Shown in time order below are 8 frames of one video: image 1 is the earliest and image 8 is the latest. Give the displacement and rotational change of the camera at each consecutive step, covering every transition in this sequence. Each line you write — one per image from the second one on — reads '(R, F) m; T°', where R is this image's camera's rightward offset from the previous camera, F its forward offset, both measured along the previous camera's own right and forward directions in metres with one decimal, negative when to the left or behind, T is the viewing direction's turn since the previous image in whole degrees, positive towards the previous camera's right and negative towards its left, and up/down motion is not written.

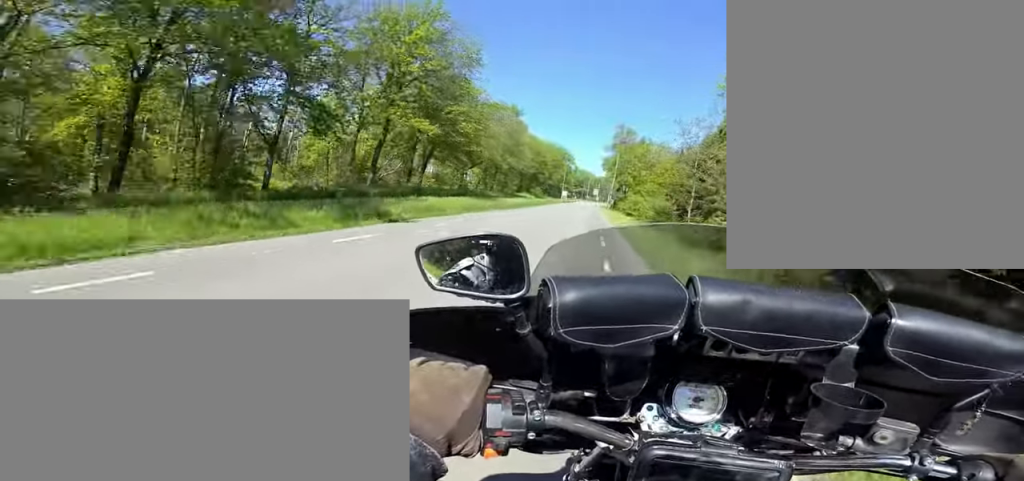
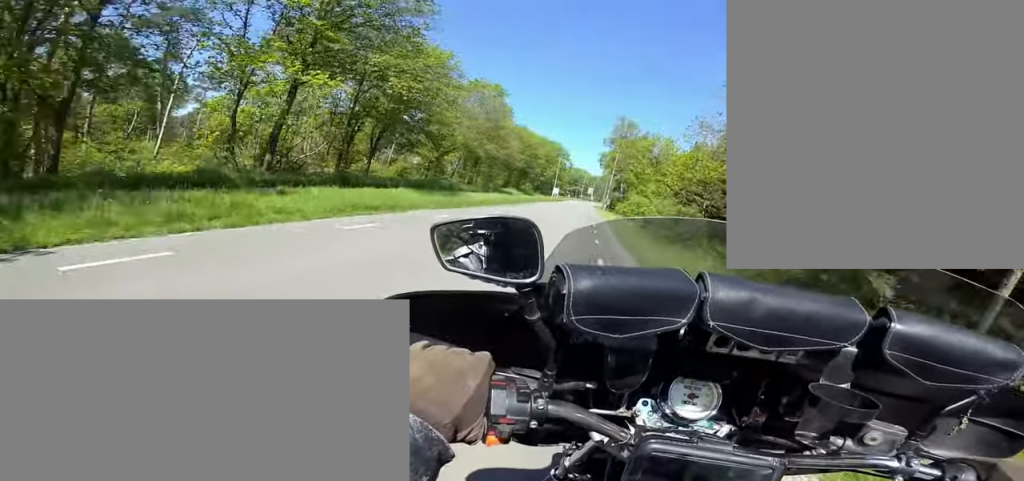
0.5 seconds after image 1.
(-0.5, +7.7) m; 0°
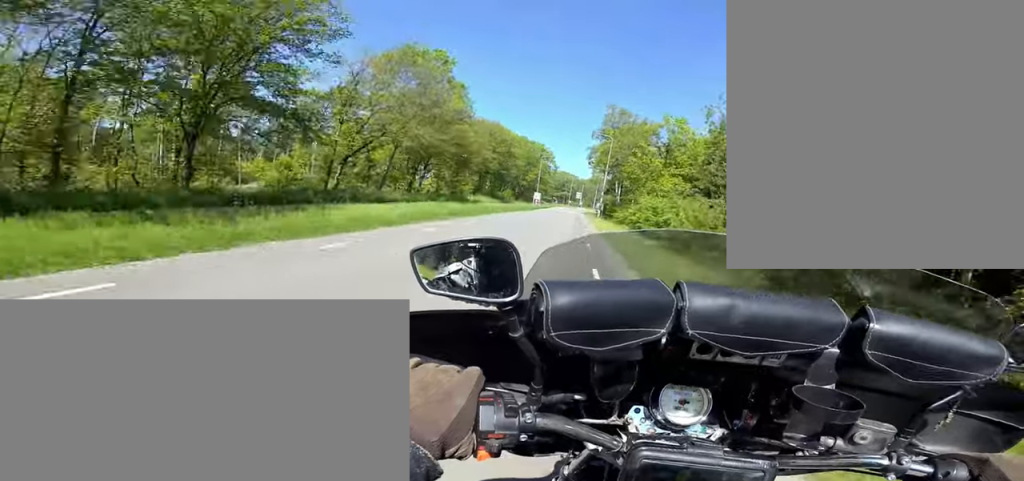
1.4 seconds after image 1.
(+0.9, +12.4) m; +8°
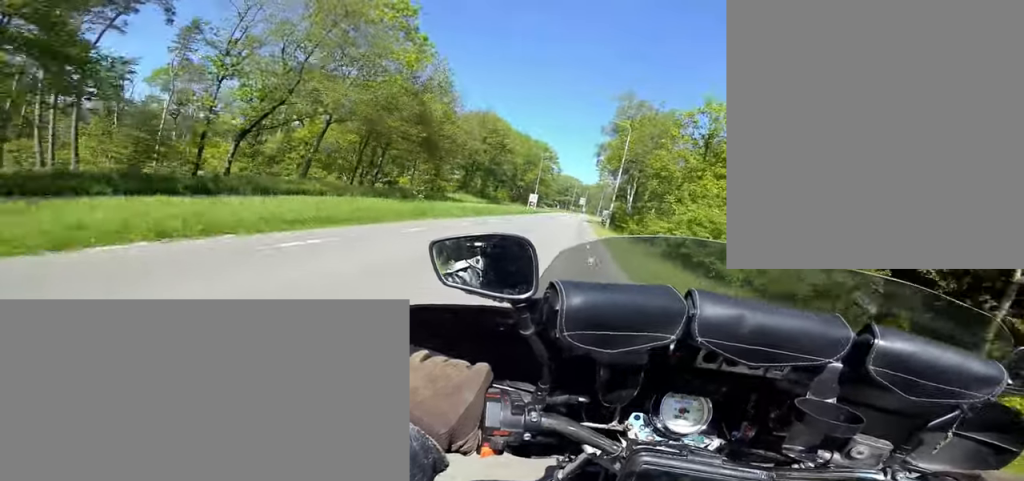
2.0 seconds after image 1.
(+0.6, +8.7) m; -2°
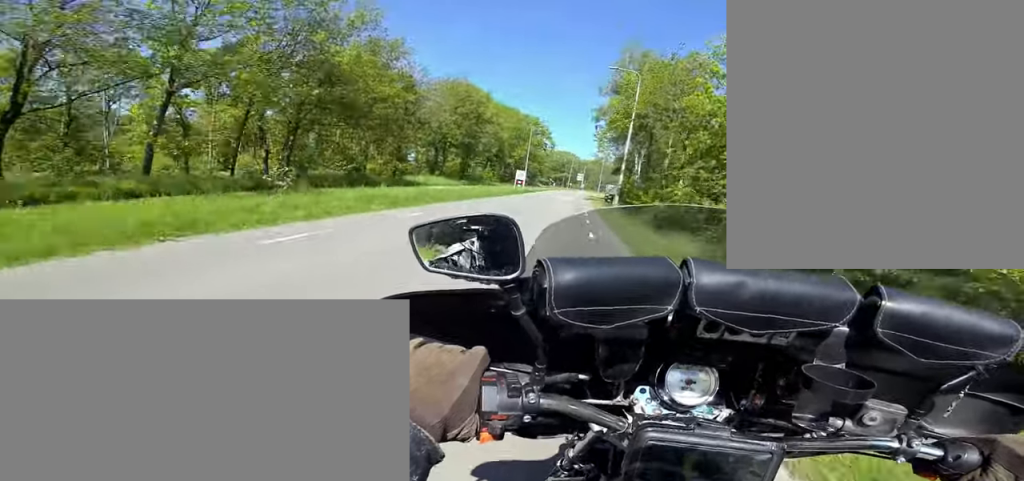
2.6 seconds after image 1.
(+0.2, +8.0) m; -3°
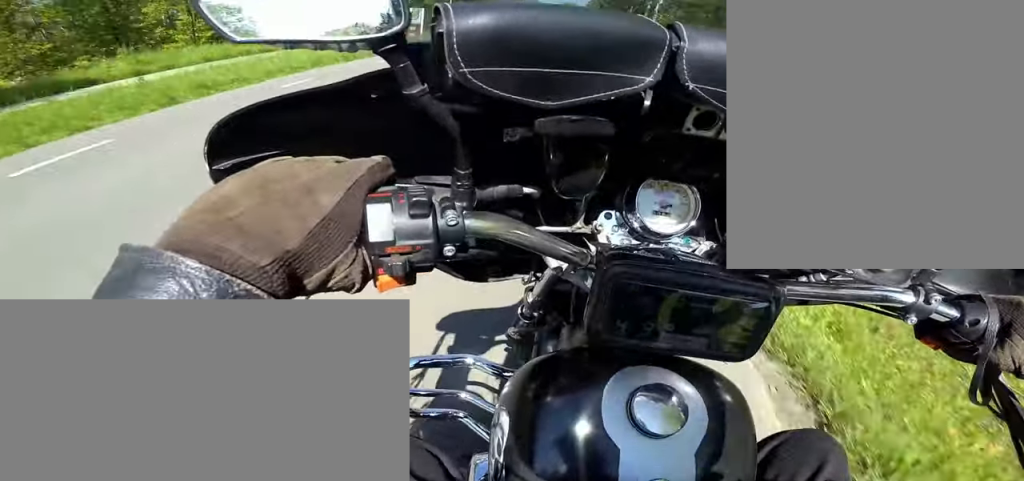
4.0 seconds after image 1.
(-1.9, +17.6) m; -2°
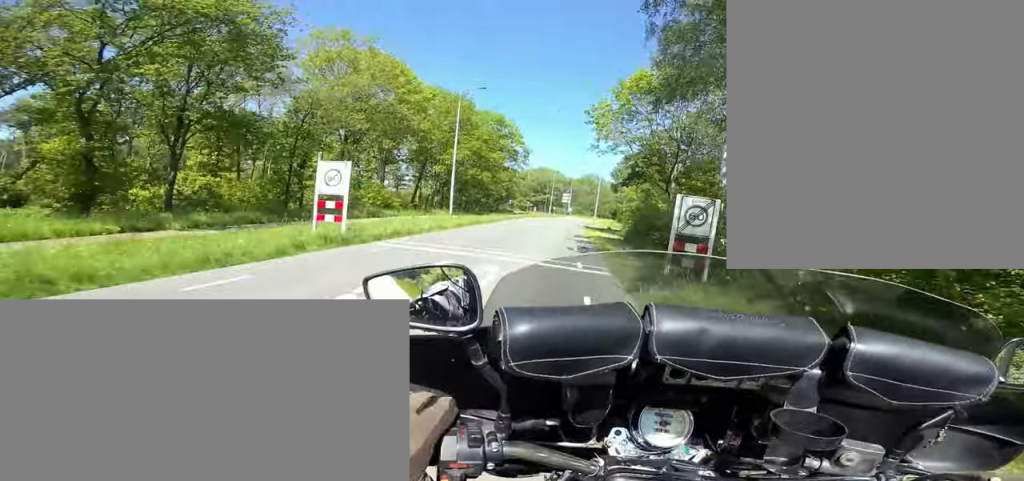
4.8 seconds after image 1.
(+0.6, +11.1) m; +3°
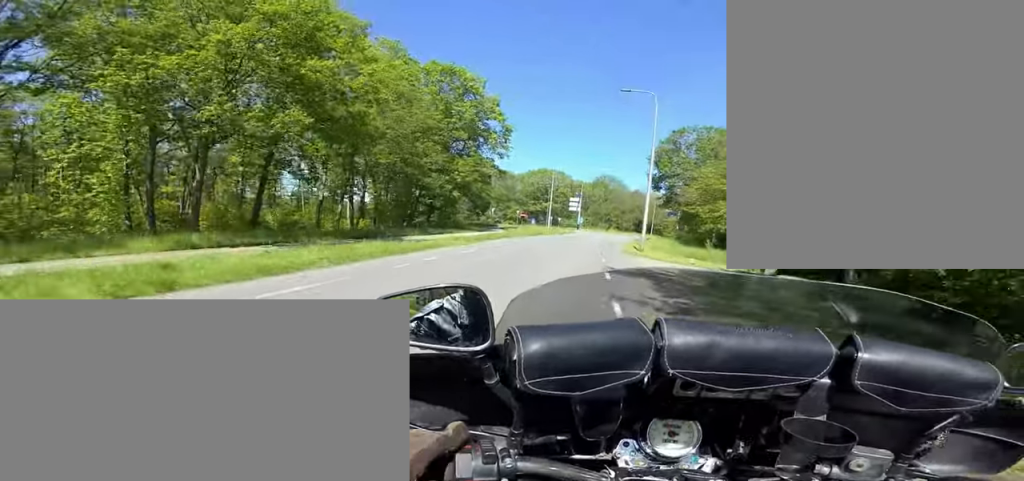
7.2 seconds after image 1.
(-0.1, +27.5) m; +4°
